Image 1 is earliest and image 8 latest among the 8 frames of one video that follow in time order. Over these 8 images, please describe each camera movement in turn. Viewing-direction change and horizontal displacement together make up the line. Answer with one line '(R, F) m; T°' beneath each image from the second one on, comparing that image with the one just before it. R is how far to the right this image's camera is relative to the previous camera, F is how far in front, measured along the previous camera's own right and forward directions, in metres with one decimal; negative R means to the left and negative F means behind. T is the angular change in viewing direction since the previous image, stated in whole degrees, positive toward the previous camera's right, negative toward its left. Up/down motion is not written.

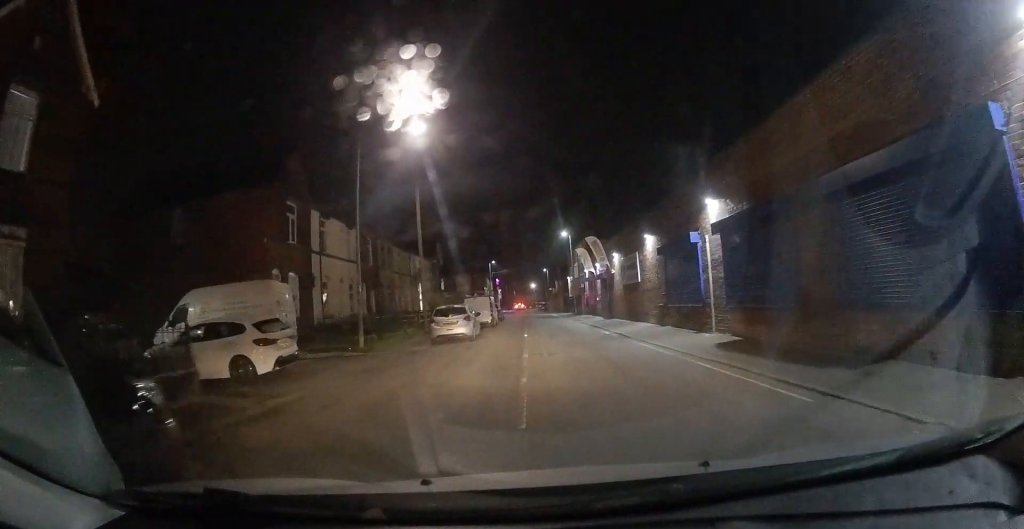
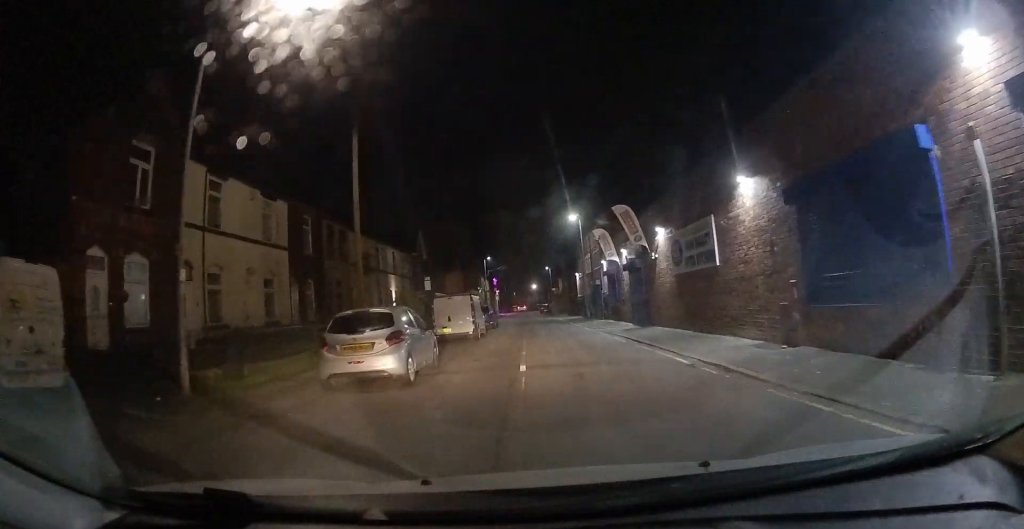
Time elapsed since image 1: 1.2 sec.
(-0.2, +10.4) m; -1°
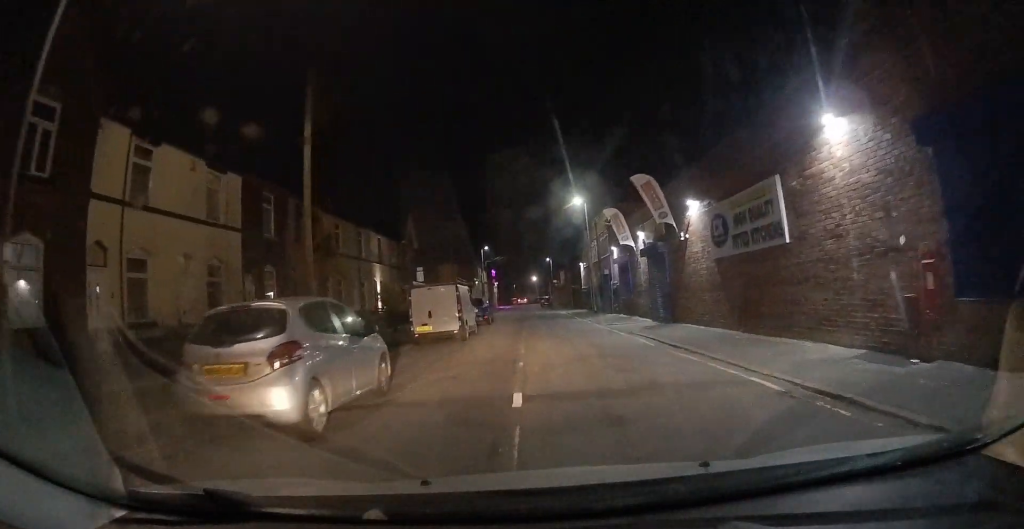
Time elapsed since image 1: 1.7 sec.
(0.0, +4.1) m; 0°
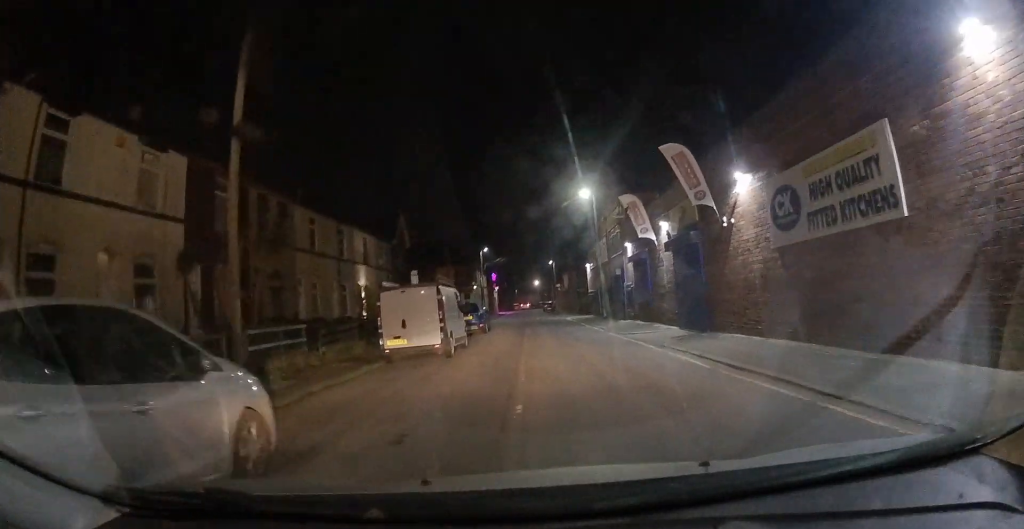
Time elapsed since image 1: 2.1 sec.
(+0.1, +3.9) m; 0°
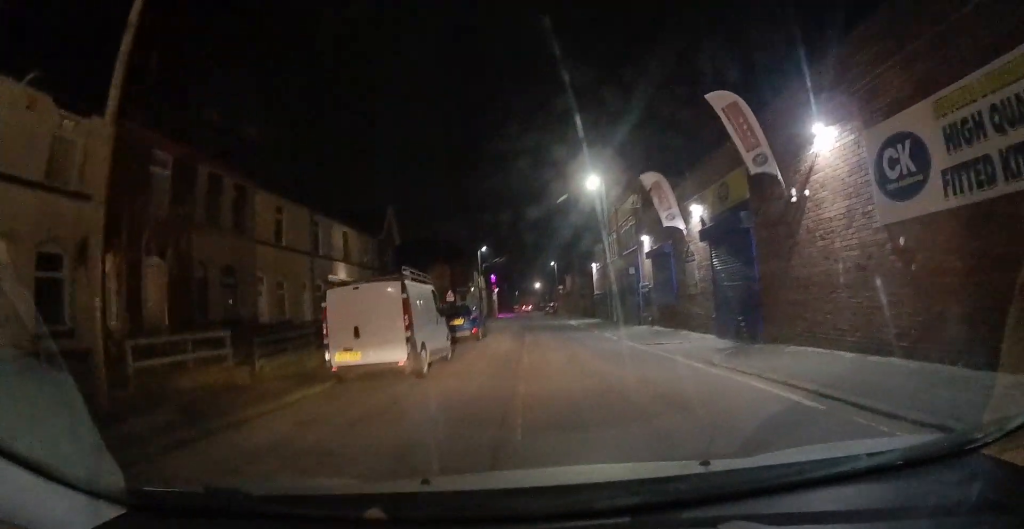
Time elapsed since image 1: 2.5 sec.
(0.0, +3.9) m; 0°
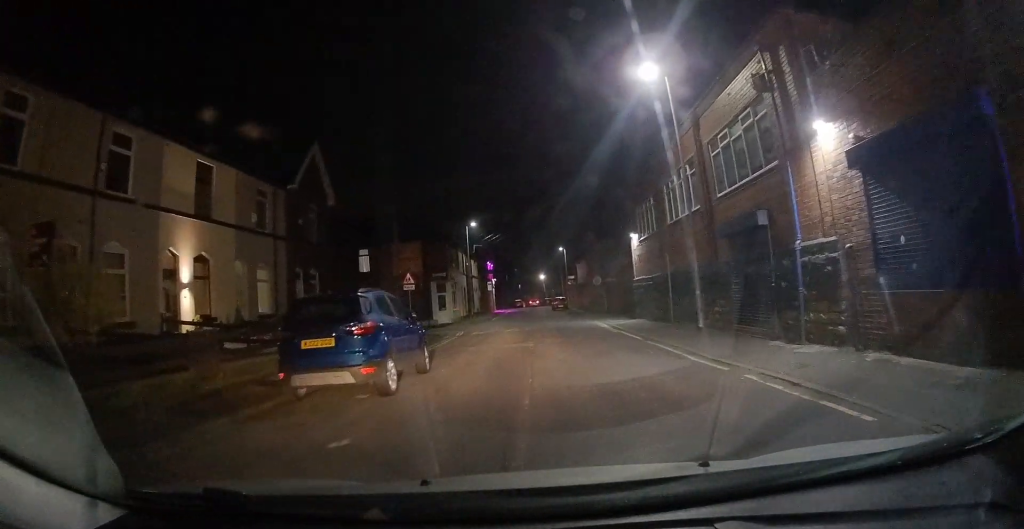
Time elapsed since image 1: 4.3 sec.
(-0.4, +15.3) m; -2°
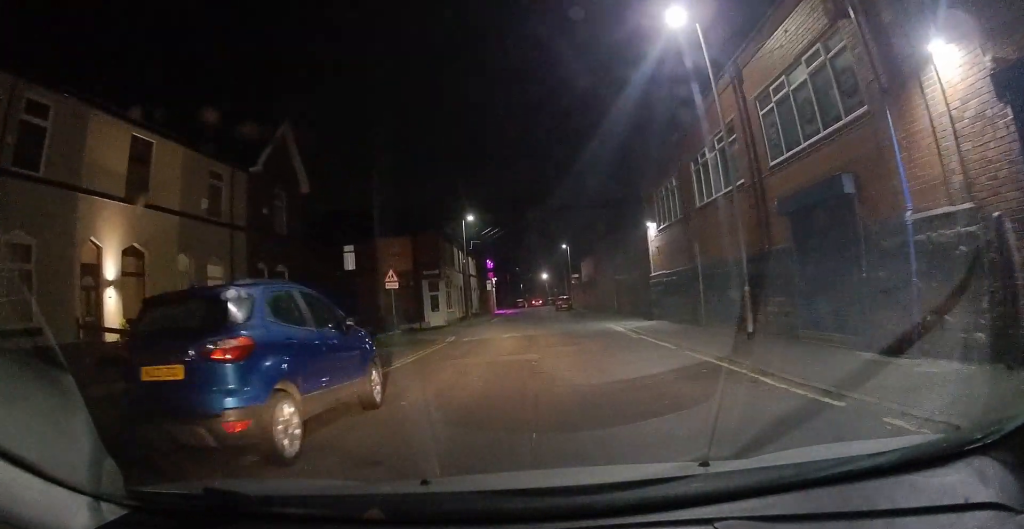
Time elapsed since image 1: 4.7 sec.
(0.0, +3.7) m; +1°
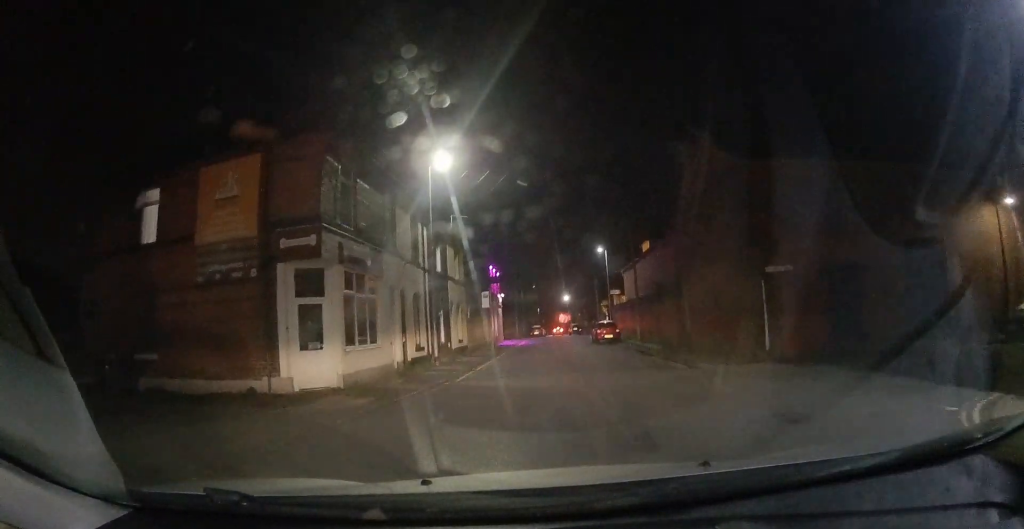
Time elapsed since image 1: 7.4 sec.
(+0.2, +21.7) m; -1°
